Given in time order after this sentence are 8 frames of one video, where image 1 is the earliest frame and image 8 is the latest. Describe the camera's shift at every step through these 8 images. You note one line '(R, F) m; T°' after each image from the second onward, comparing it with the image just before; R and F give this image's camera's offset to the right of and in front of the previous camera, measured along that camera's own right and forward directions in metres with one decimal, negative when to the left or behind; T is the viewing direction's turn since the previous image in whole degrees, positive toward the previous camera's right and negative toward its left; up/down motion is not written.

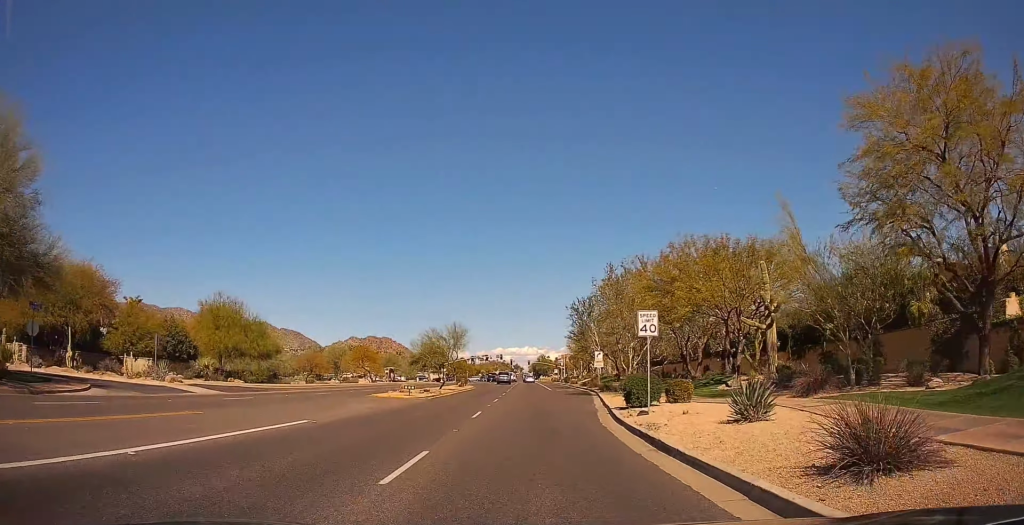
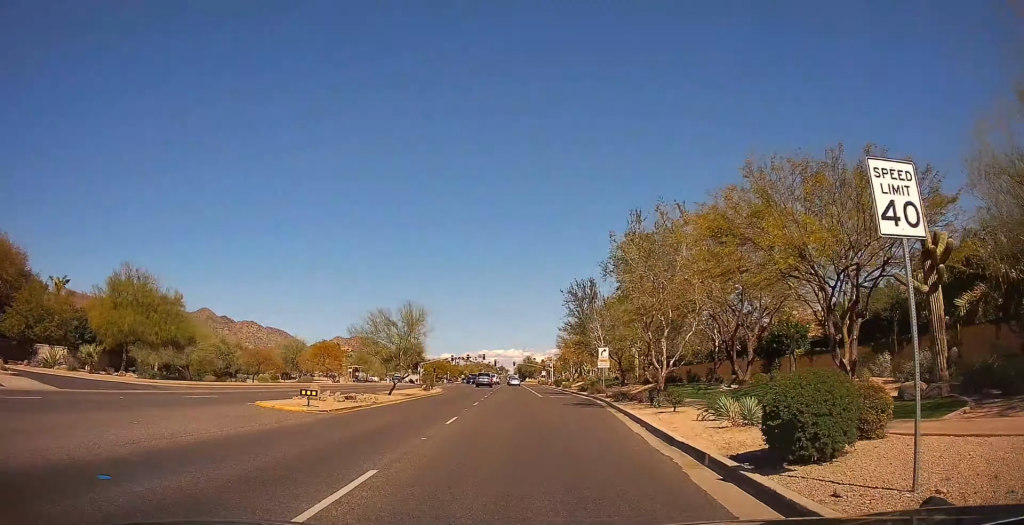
(-0.5, +13.3) m; -3°
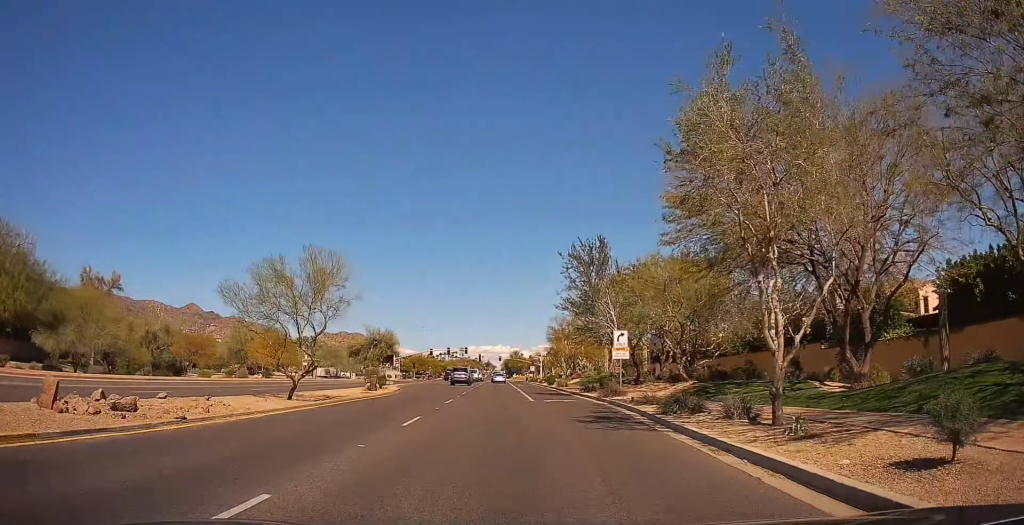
(-0.1, +13.4) m; +2°
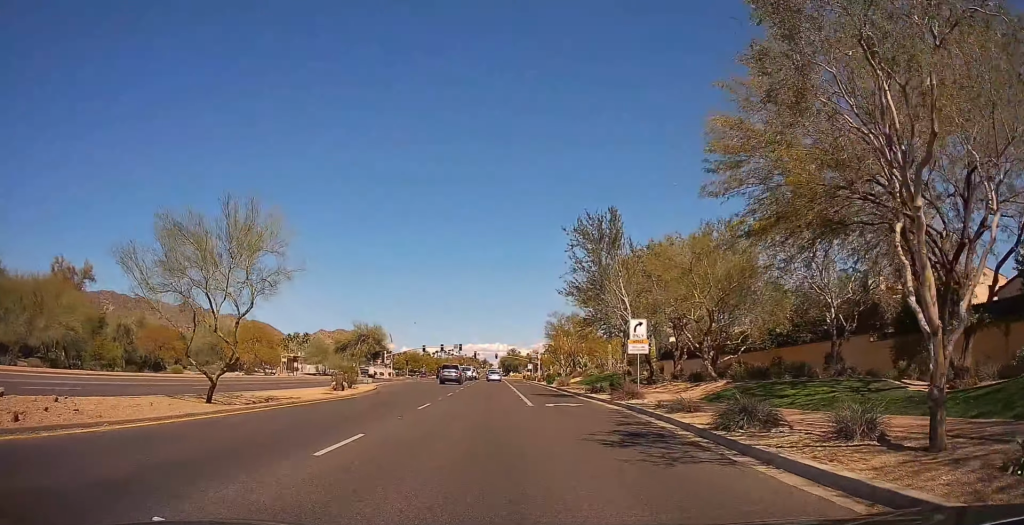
(0.0, +5.8) m; +2°
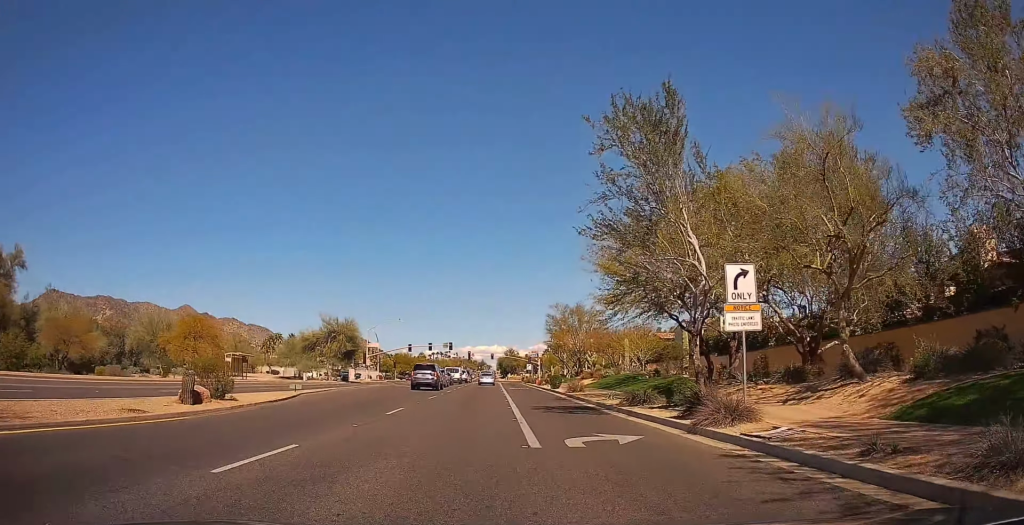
(+0.5, +13.2) m; 0°
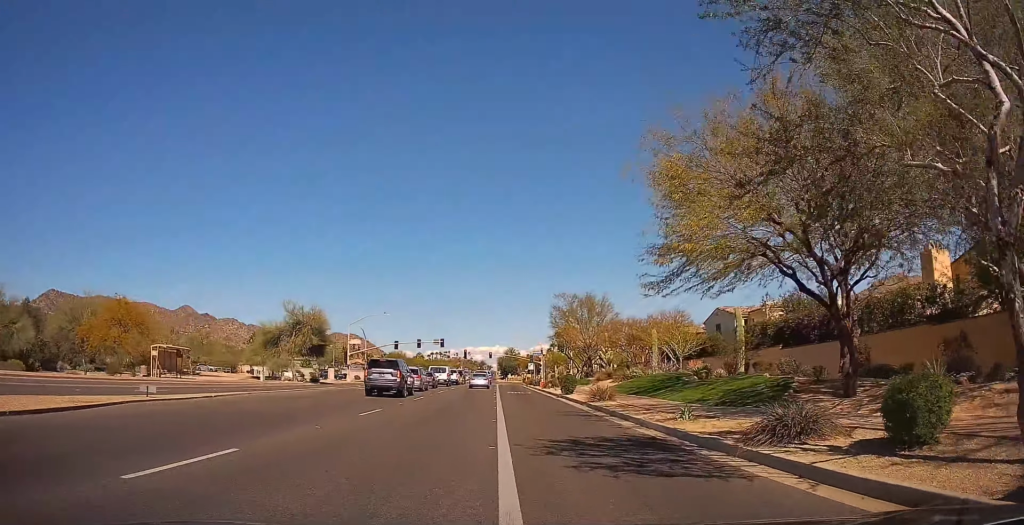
(-0.5, +12.5) m; -2°
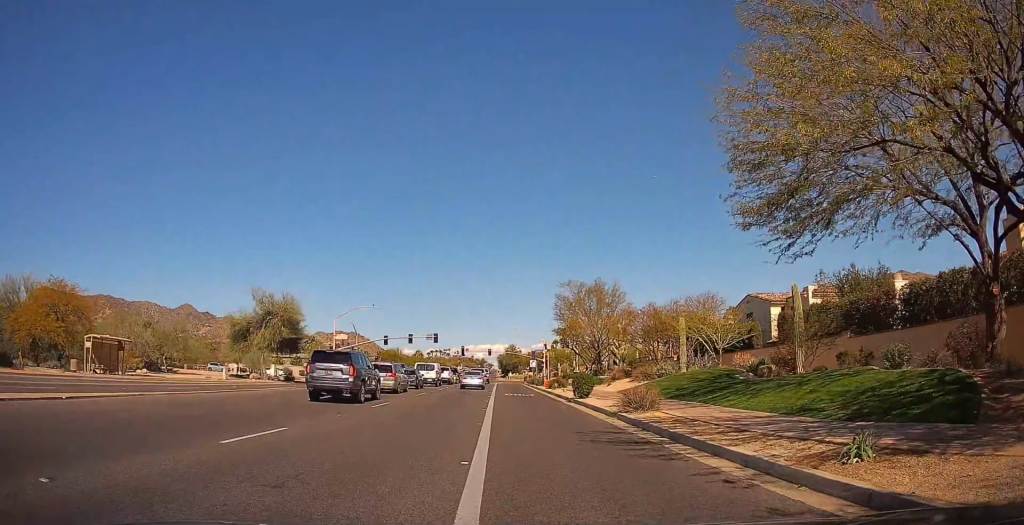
(0.0, +8.0) m; 0°
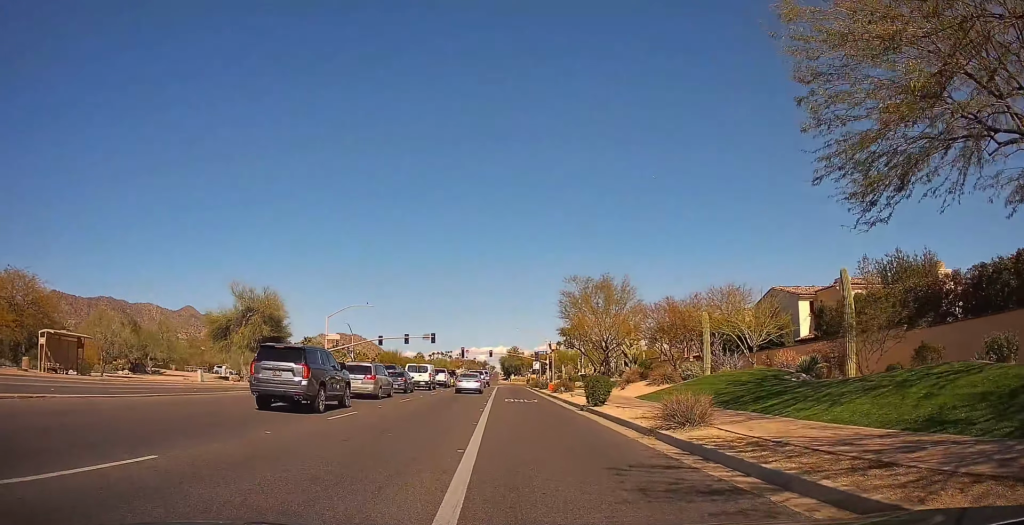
(0.0, +4.6) m; +1°
